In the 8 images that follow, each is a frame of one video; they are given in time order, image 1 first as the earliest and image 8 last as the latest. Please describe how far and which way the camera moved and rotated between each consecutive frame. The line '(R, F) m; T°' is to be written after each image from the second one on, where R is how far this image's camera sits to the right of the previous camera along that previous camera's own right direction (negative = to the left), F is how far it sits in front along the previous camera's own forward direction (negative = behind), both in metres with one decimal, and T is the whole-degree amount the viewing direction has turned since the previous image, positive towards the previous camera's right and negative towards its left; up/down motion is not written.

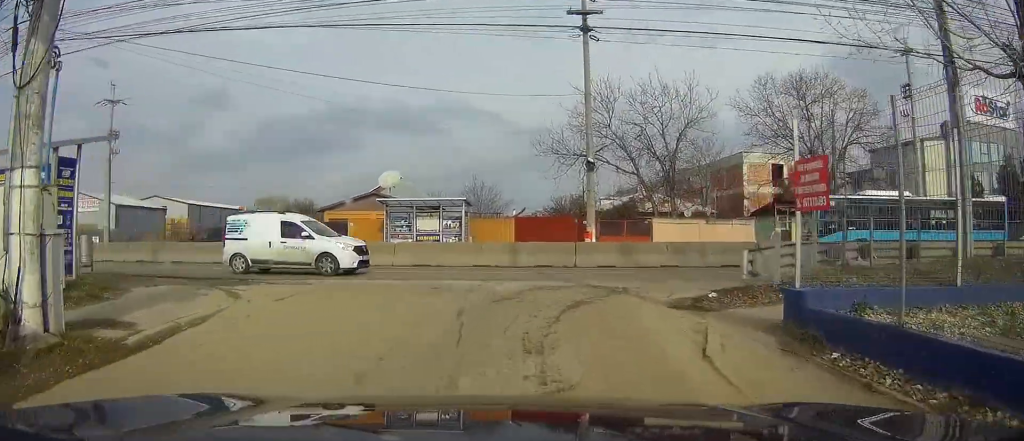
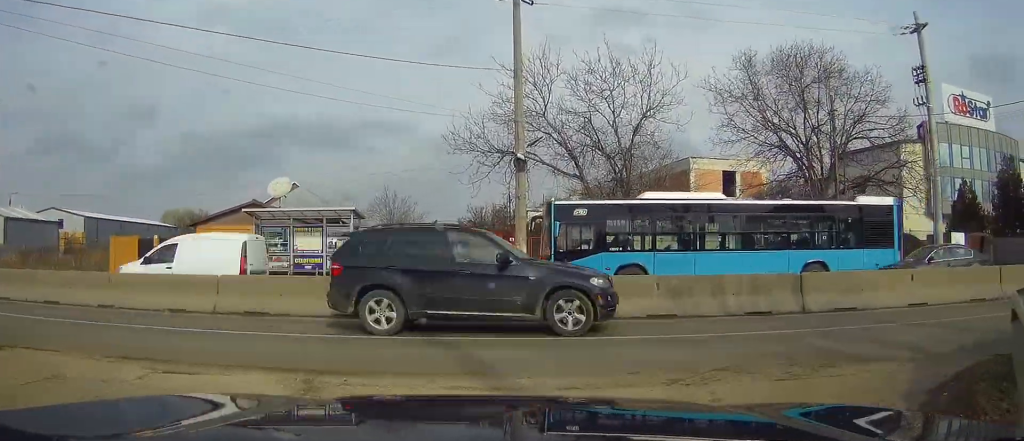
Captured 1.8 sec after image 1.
(+0.6, +9.0) m; +10°
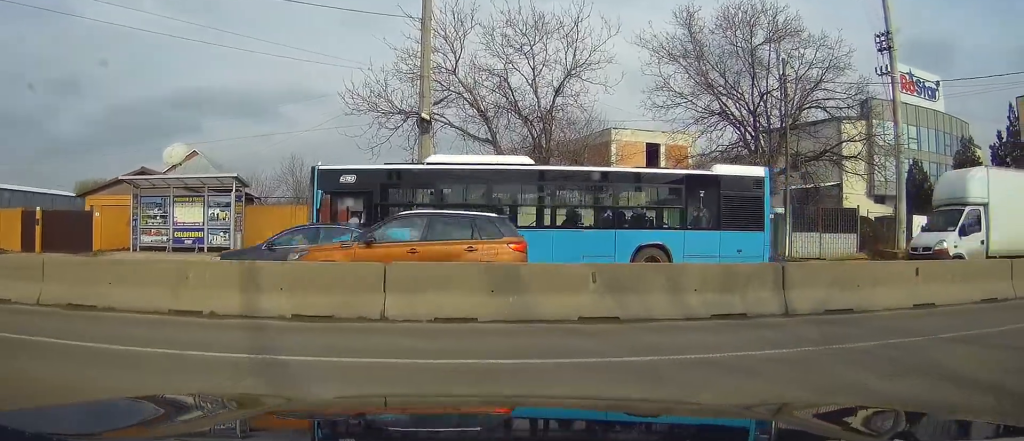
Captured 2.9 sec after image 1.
(+0.2, +3.2) m; +12°
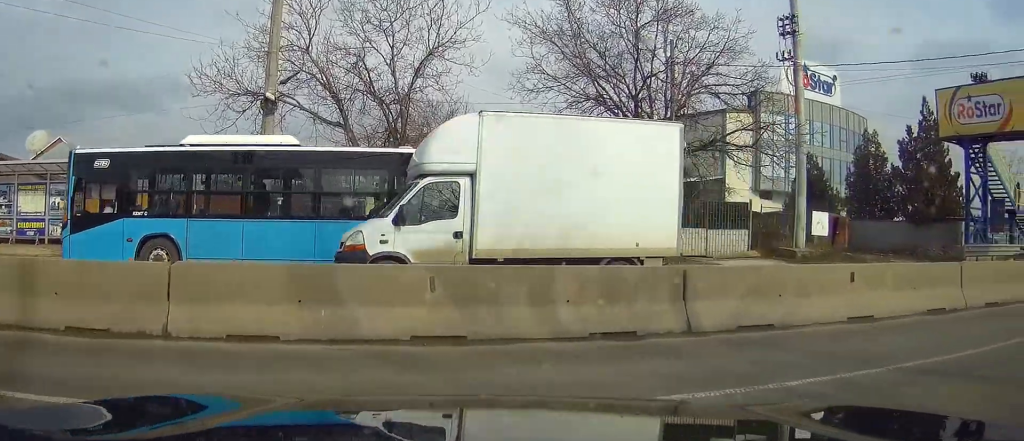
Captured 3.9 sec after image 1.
(+0.3, +2.2) m; +23°
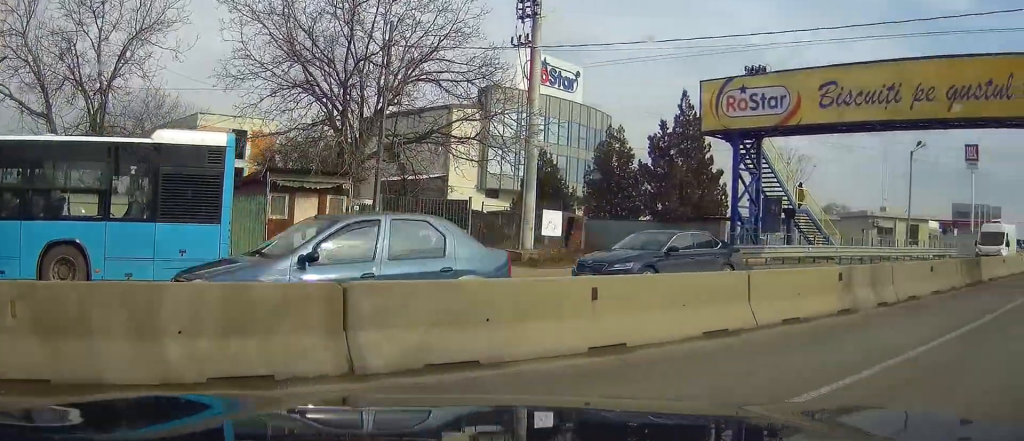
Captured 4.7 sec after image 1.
(+0.5, +2.6) m; +24°
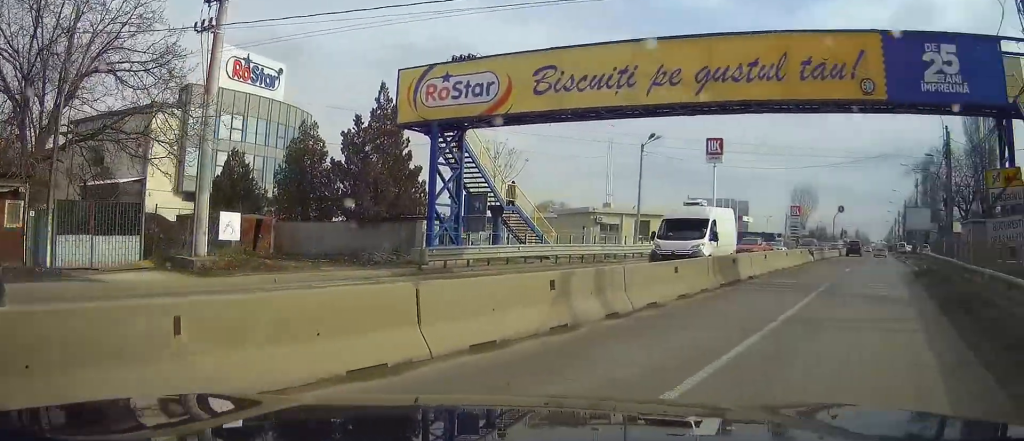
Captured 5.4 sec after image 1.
(+0.5, +2.9) m; +15°
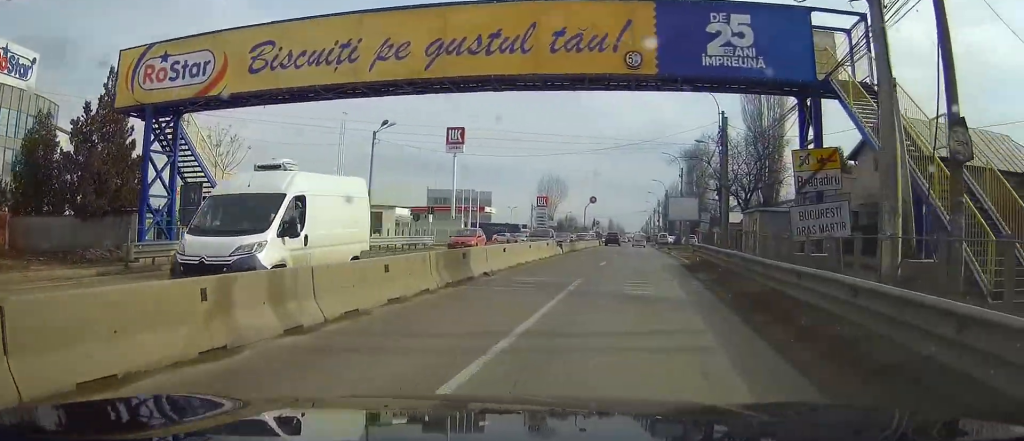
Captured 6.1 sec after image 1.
(+0.4, +3.0) m; +8°
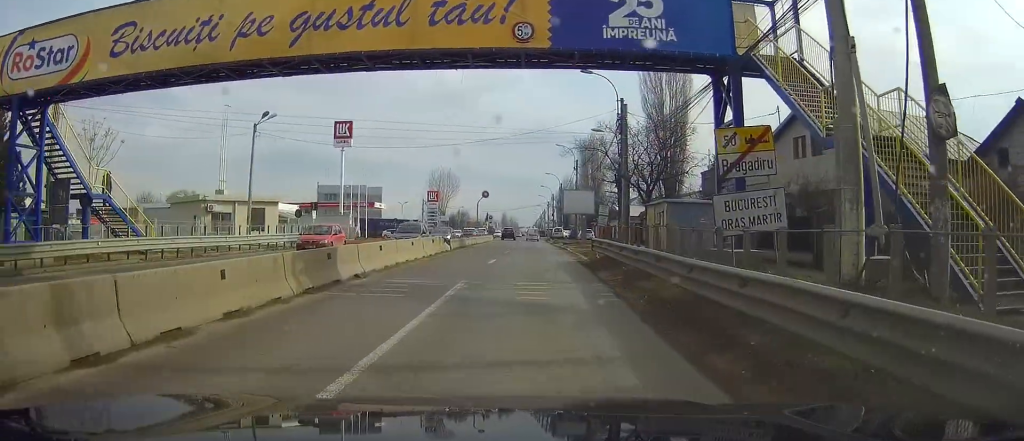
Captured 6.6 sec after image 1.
(+0.2, +2.6) m; +4°
